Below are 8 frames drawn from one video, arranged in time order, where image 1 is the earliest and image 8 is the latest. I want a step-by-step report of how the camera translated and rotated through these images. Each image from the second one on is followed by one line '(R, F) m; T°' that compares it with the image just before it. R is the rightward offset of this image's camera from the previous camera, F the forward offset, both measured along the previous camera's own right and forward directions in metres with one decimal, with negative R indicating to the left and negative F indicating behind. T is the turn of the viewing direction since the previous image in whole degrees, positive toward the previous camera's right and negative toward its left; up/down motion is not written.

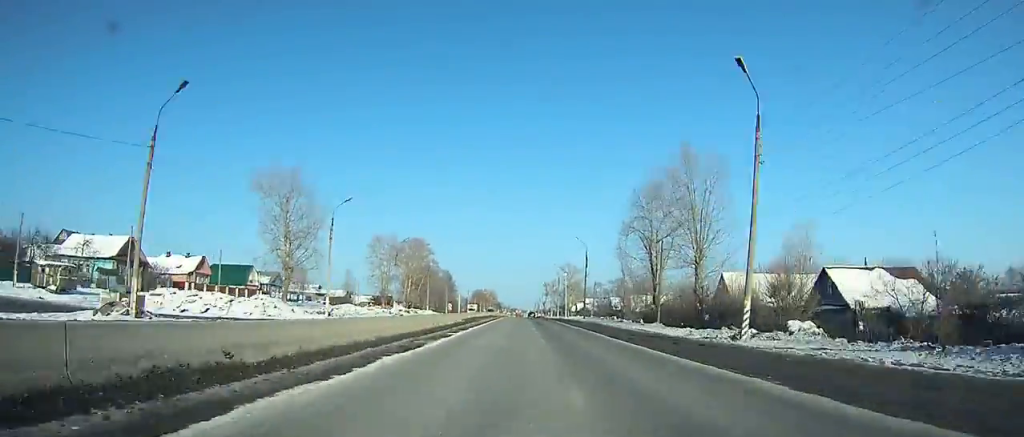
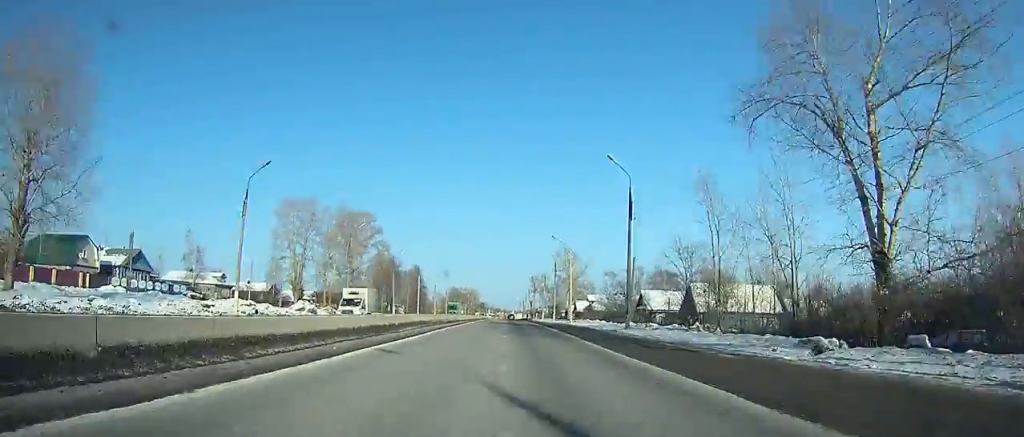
(+0.1, +44.8) m; 0°
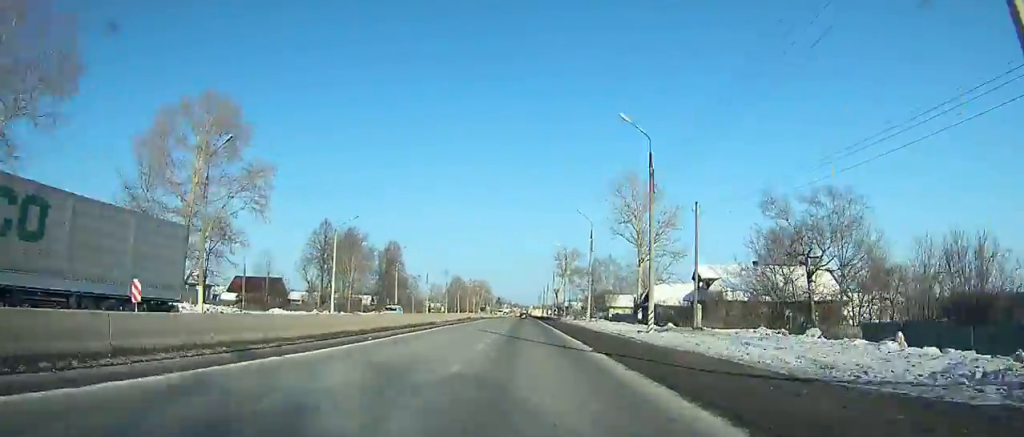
(-0.3, +67.5) m; -1°
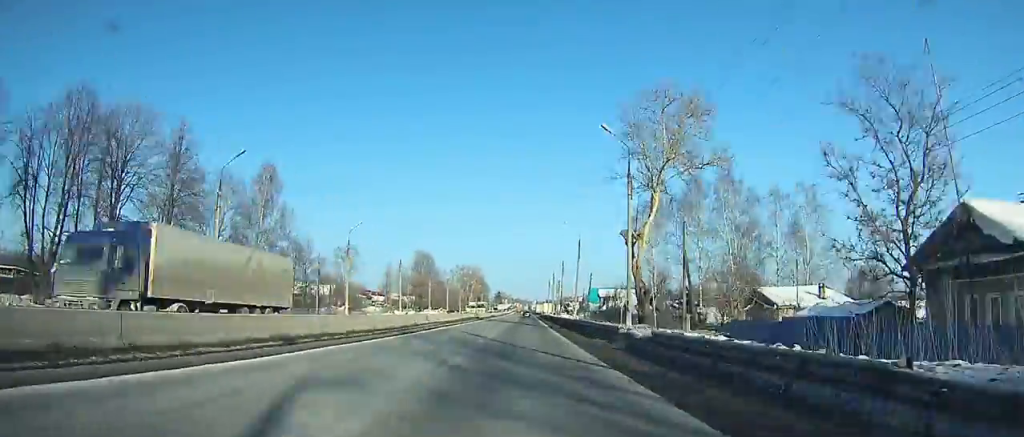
(-0.9, +86.2) m; -1°
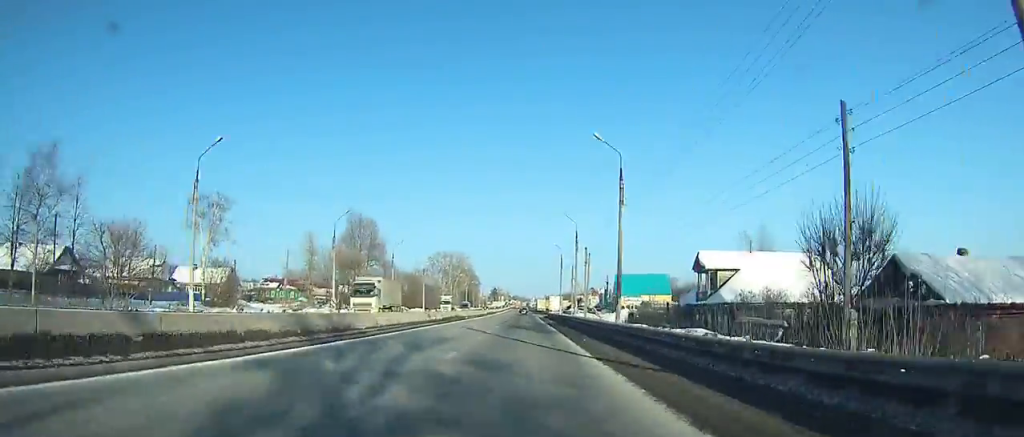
(0.0, +59.9) m; 0°
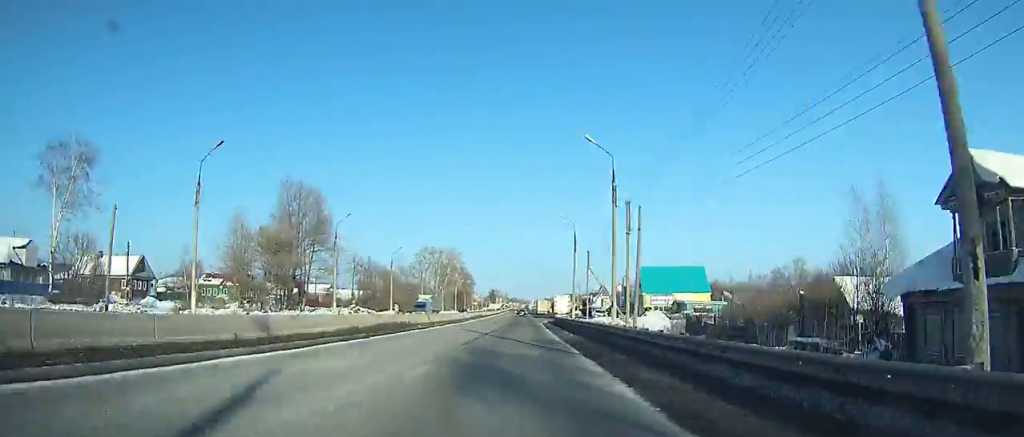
(0.0, +27.6) m; 0°
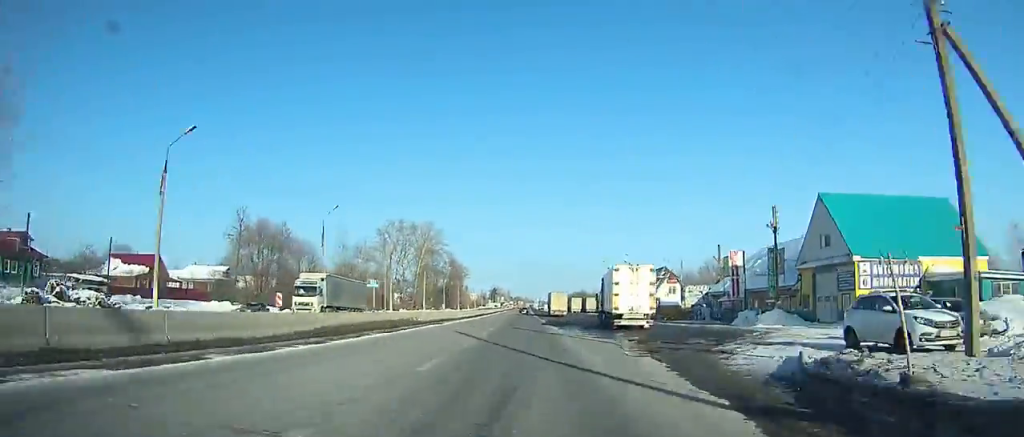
(+0.1, +62.7) m; 0°
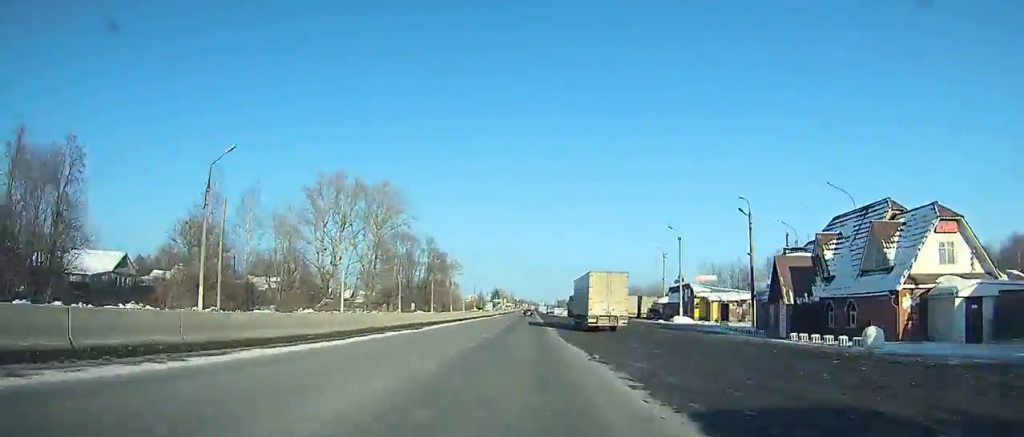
(+0.1, +55.6) m; 0°
